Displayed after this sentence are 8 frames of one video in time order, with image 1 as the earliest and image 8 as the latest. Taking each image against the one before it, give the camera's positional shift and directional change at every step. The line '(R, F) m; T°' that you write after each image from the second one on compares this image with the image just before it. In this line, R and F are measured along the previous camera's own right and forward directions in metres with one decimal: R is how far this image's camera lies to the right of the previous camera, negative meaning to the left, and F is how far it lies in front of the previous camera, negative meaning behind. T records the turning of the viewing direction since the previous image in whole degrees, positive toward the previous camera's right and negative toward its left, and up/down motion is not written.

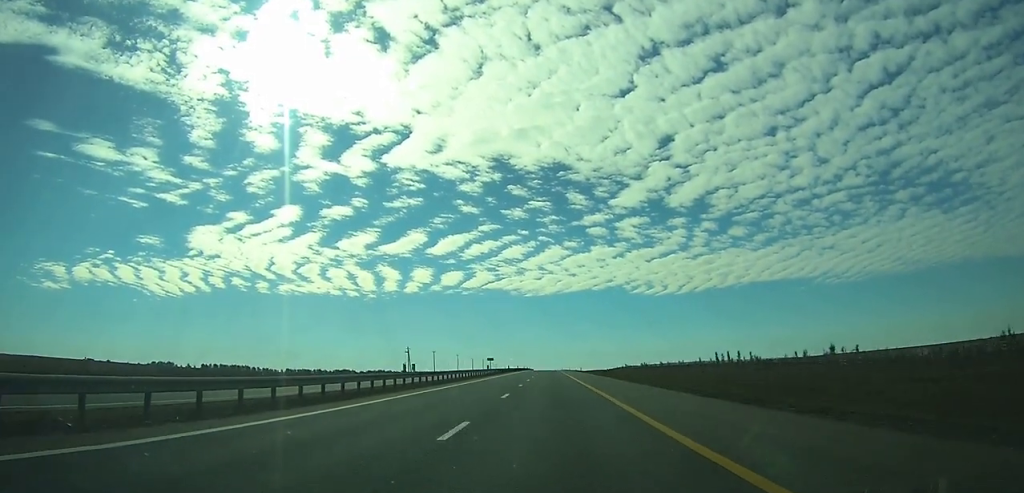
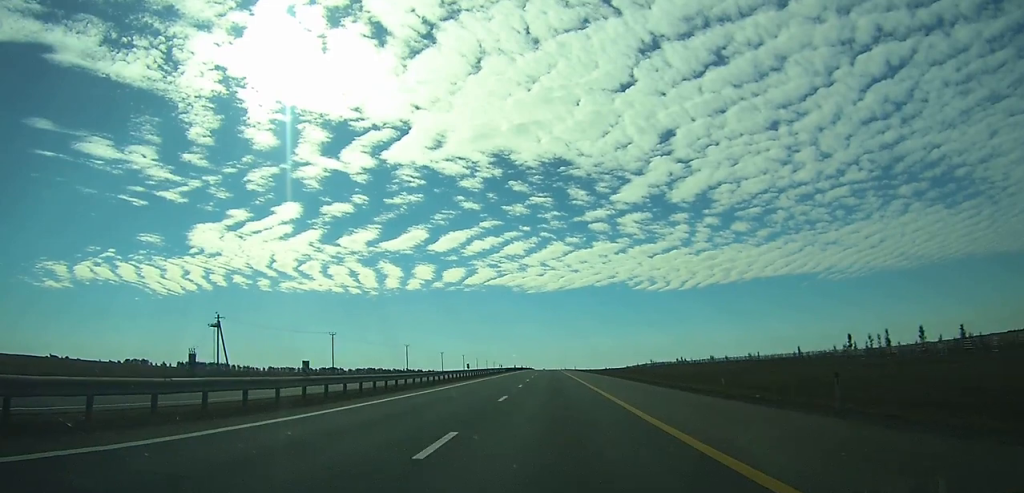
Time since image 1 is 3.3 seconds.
(-0.2, +97.2) m; 0°
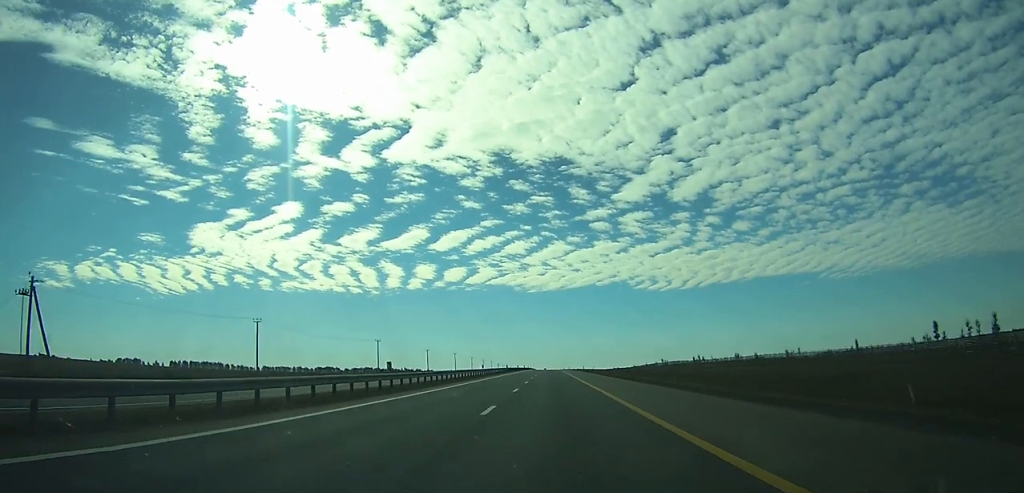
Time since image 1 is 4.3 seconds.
(0.0, +29.2) m; 0°
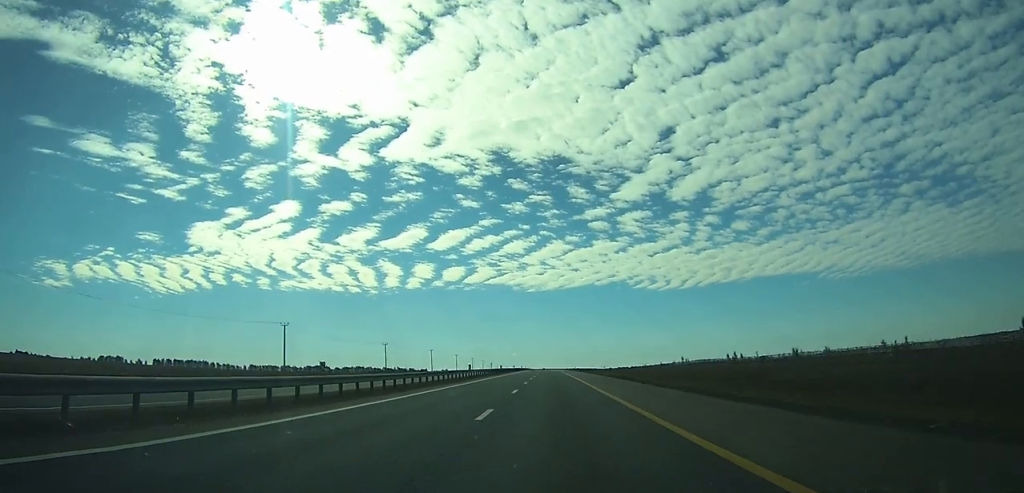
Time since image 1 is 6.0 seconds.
(0.0, +49.0) m; 0°
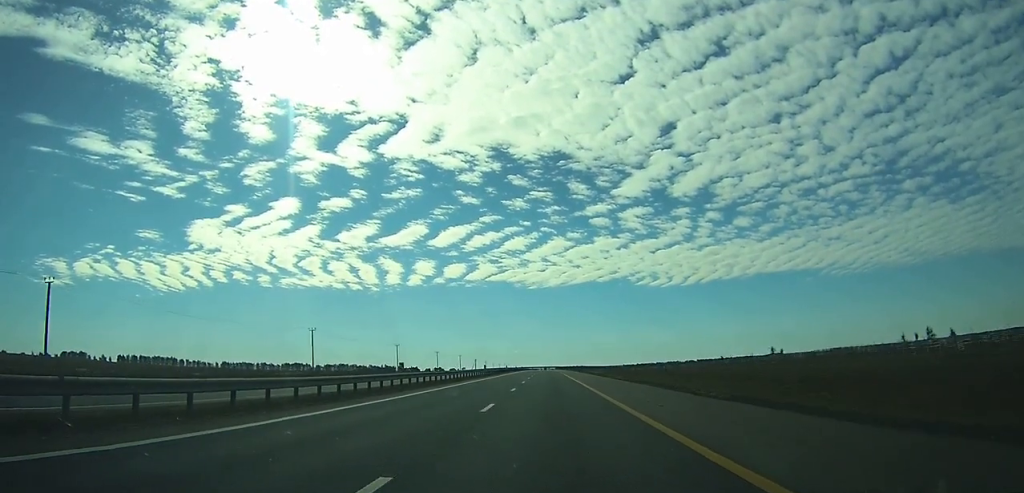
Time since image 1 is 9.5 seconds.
(+0.1, +105.3) m; 0°
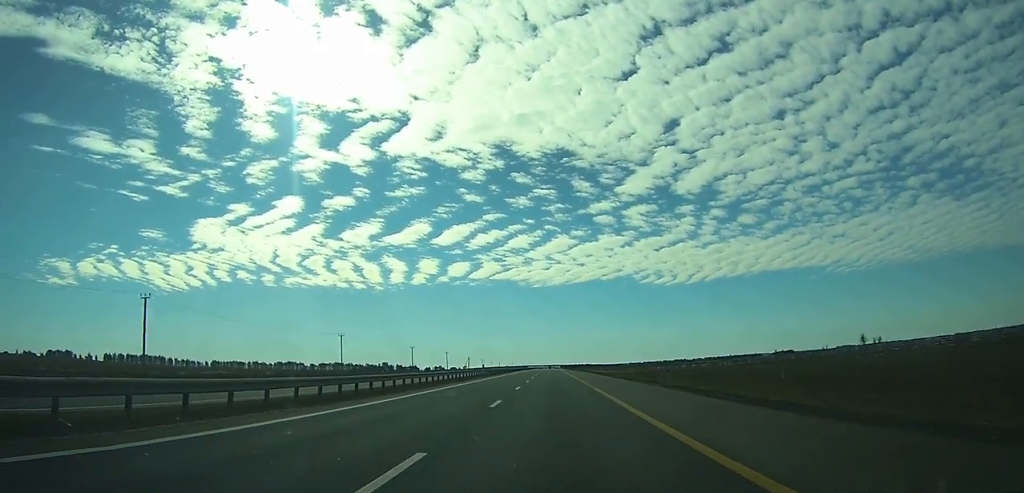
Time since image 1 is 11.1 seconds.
(-0.1, +46.2) m; 0°
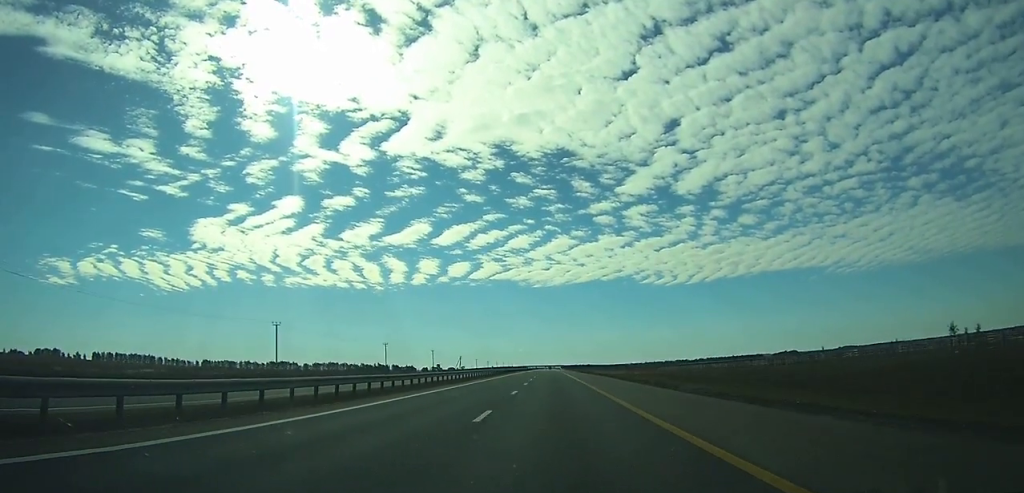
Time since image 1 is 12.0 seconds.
(-0.1, +28.3) m; 0°
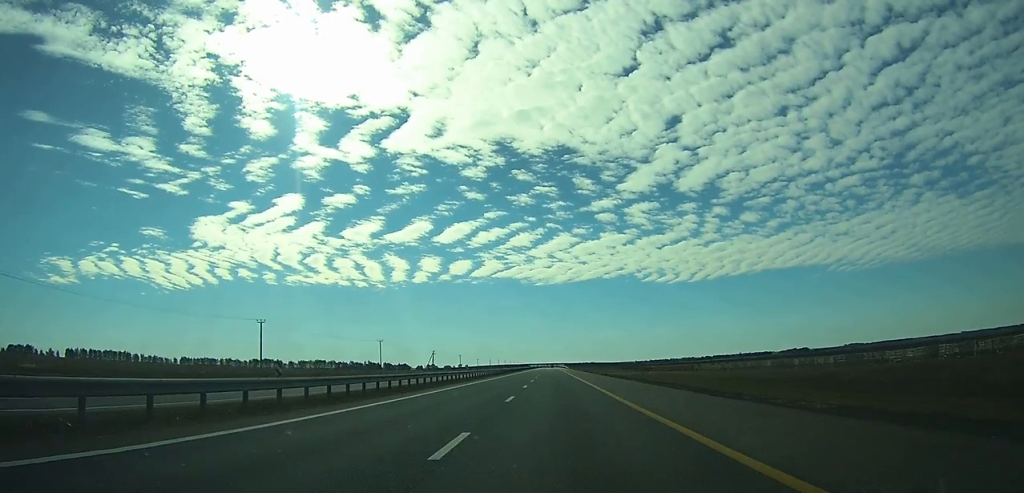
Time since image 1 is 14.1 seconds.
(-0.2, +65.1) m; 0°
